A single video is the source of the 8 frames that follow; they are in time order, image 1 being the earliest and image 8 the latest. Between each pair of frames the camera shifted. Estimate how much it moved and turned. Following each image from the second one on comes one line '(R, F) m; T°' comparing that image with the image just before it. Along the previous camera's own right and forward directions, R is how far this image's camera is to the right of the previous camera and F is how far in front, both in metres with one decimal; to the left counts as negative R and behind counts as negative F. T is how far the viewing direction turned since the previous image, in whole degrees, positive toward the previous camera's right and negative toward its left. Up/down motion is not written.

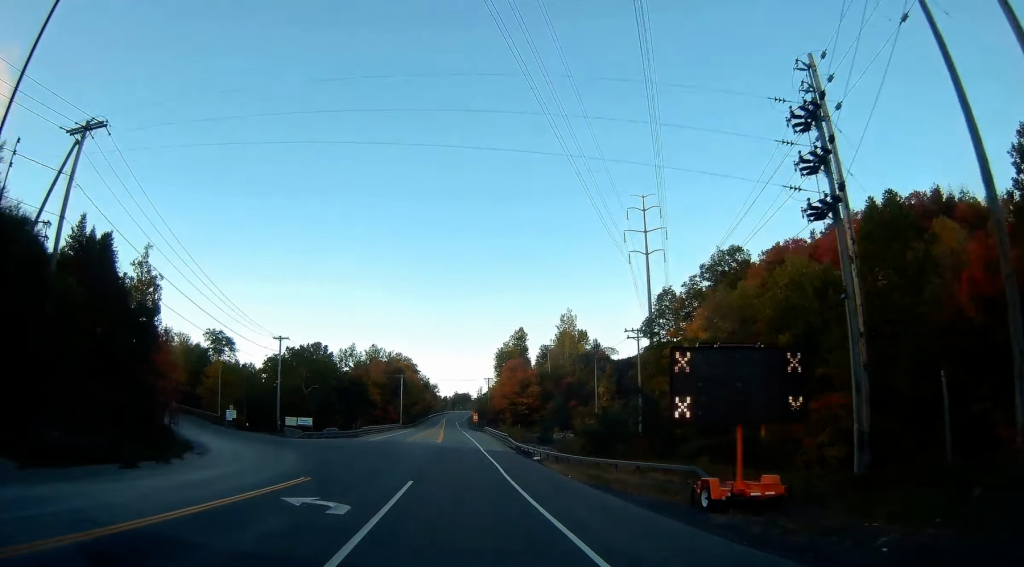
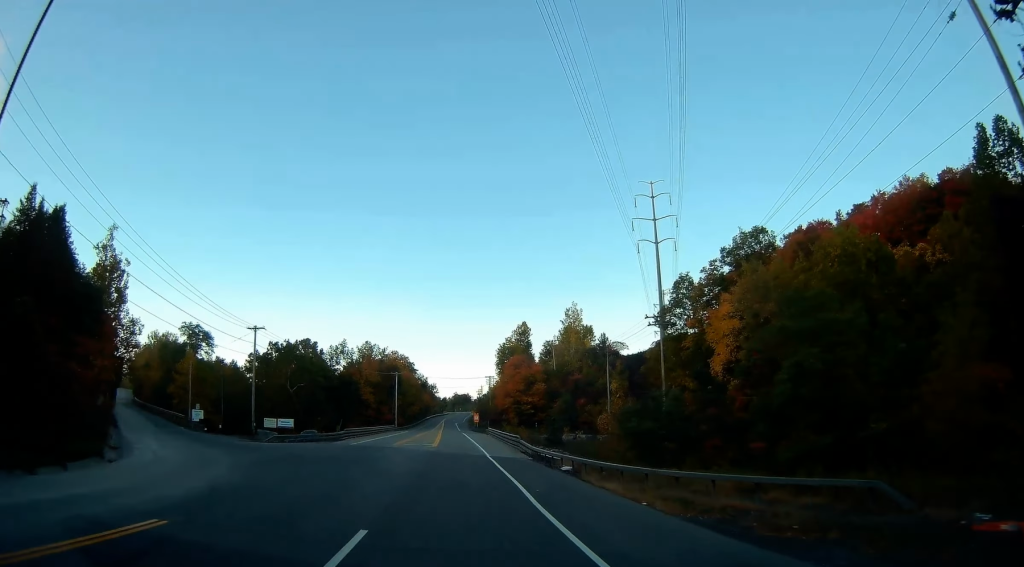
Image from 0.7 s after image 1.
(+0.4, +11.2) m; +1°
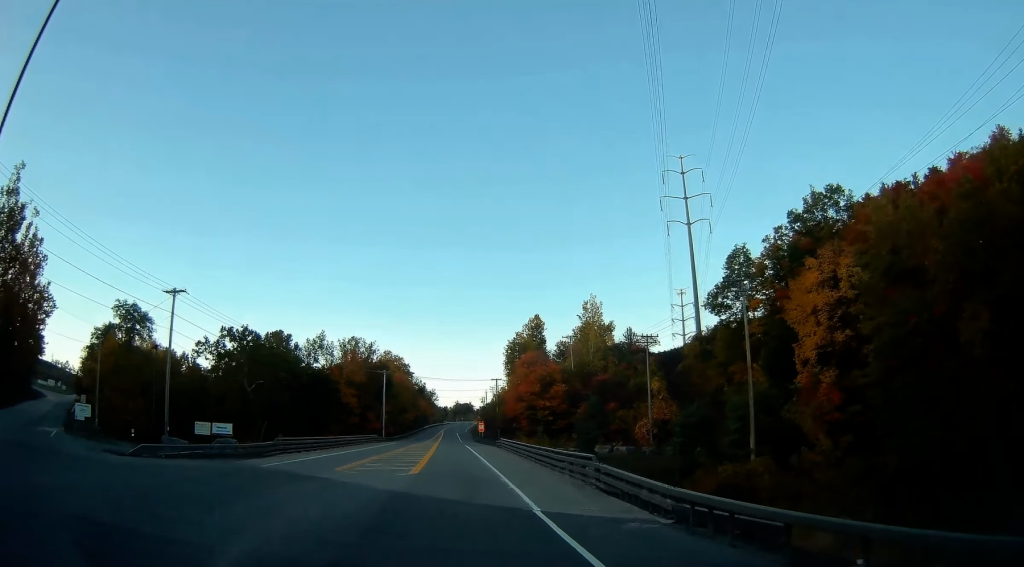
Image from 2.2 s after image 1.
(-0.3, +23.9) m; -2°
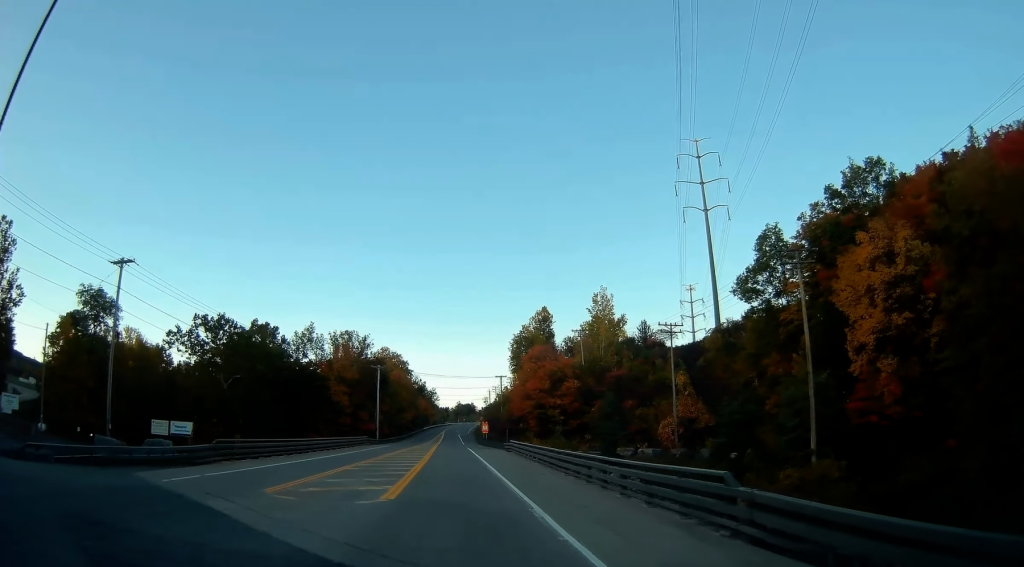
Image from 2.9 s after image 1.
(-0.1, +10.3) m; 0°
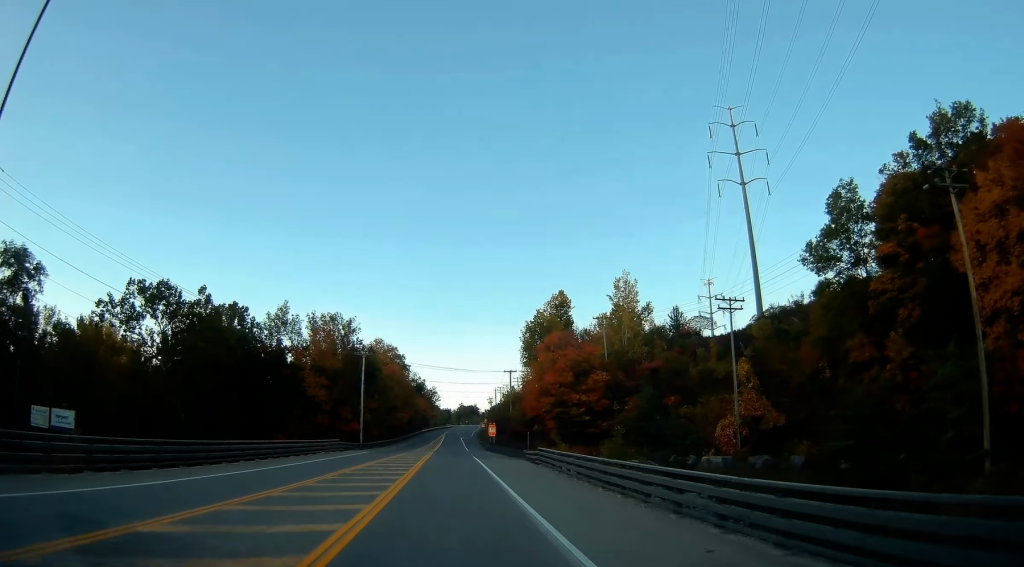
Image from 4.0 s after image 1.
(0.0, +18.3) m; +1°
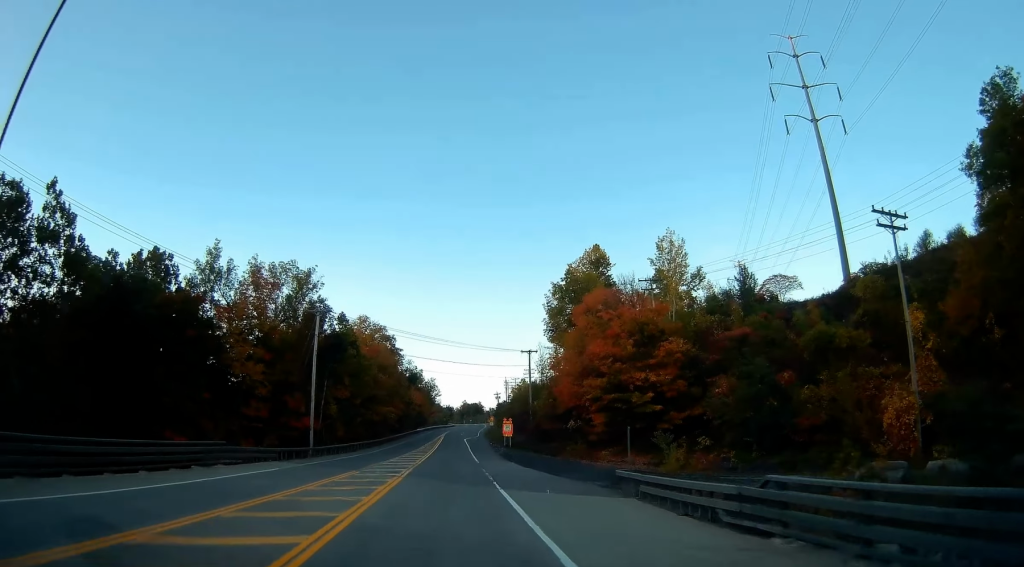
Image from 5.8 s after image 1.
(0.0, +28.8) m; -1°
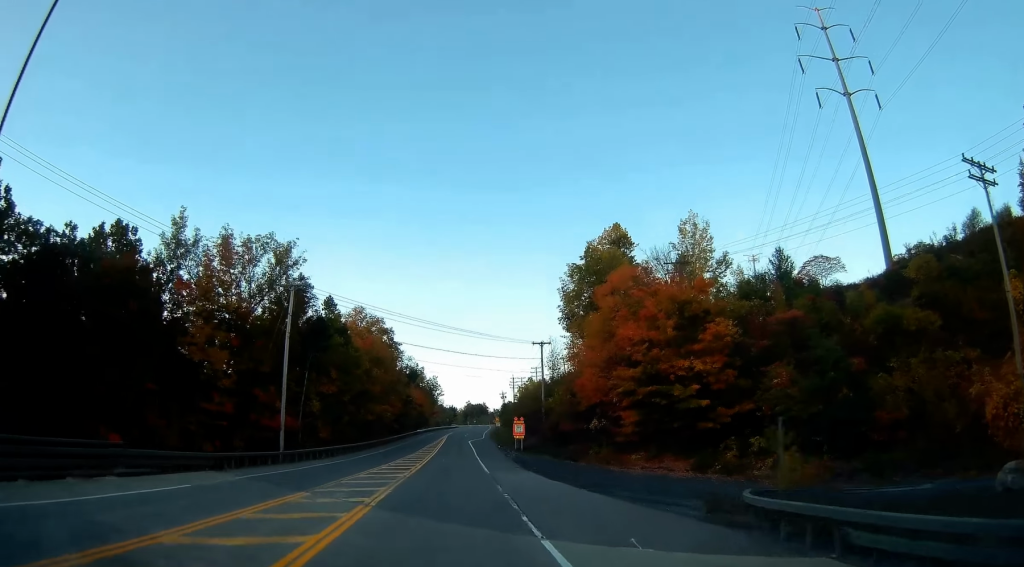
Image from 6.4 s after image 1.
(0.0, +9.8) m; 0°
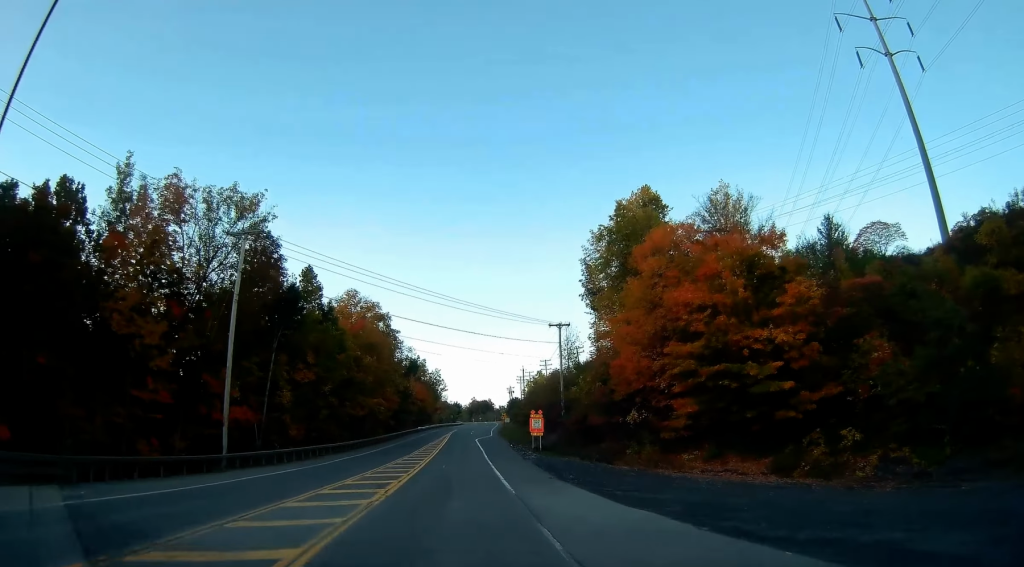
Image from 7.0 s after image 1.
(0.0, +11.1) m; 0°
